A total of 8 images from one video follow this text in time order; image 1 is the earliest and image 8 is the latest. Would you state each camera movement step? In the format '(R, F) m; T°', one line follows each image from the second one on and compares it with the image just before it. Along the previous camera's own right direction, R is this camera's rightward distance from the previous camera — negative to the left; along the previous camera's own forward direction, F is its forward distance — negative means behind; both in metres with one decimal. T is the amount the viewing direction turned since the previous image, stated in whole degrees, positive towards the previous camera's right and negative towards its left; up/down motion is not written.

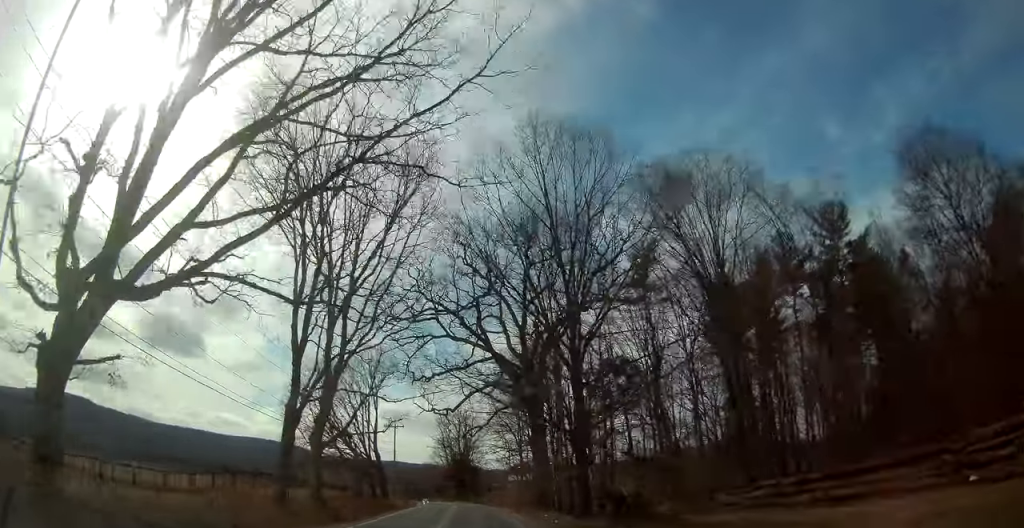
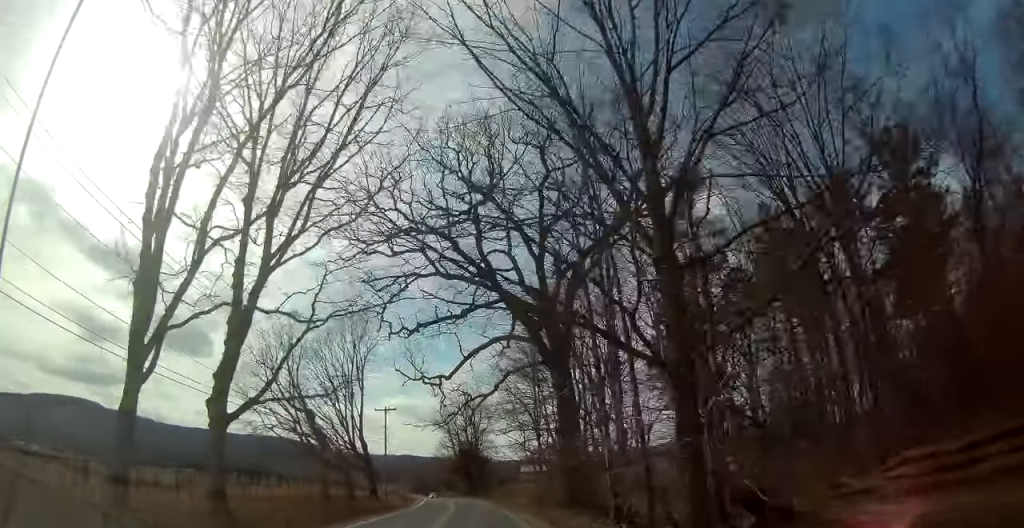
(0.0, +12.7) m; 0°
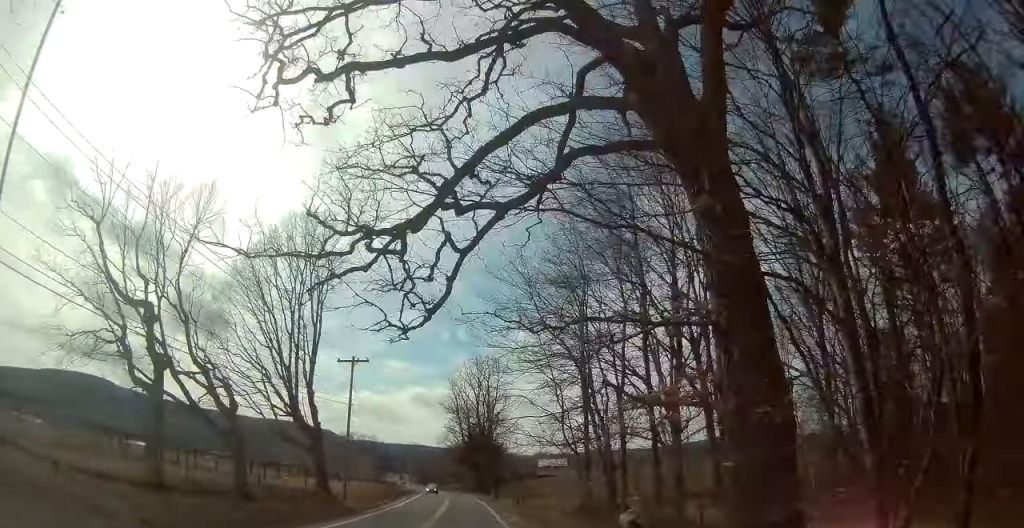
(-0.2, +20.5) m; -2°
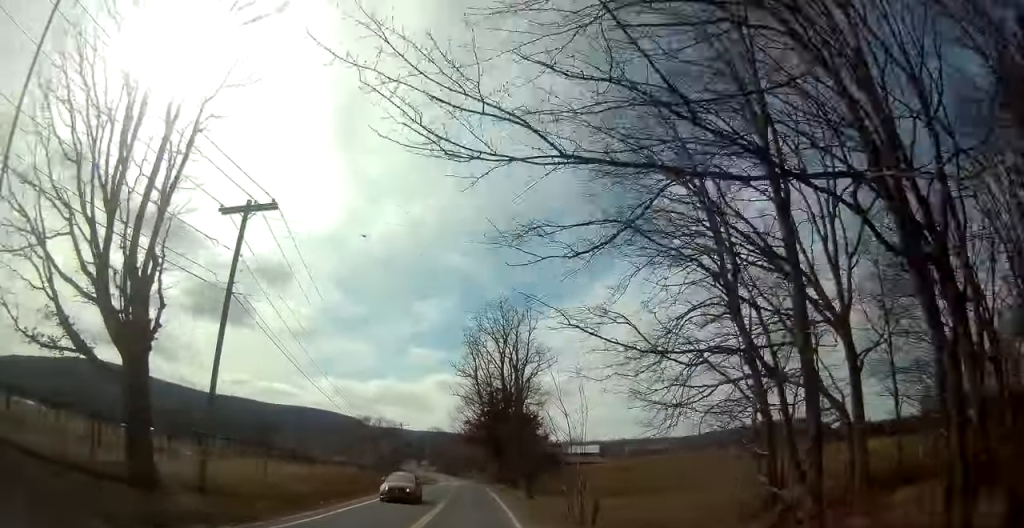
(-0.5, +23.1) m; -2°
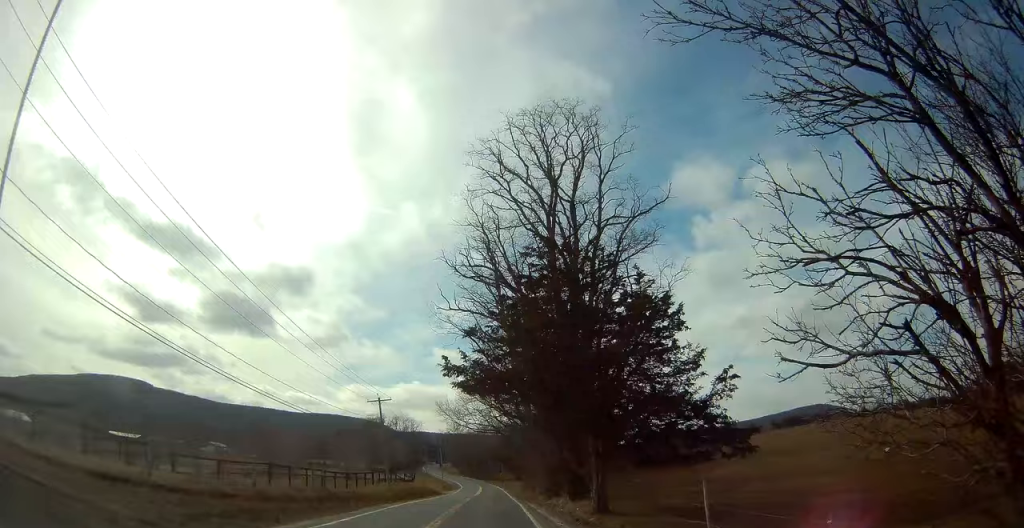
(-0.6, +36.7) m; -2°
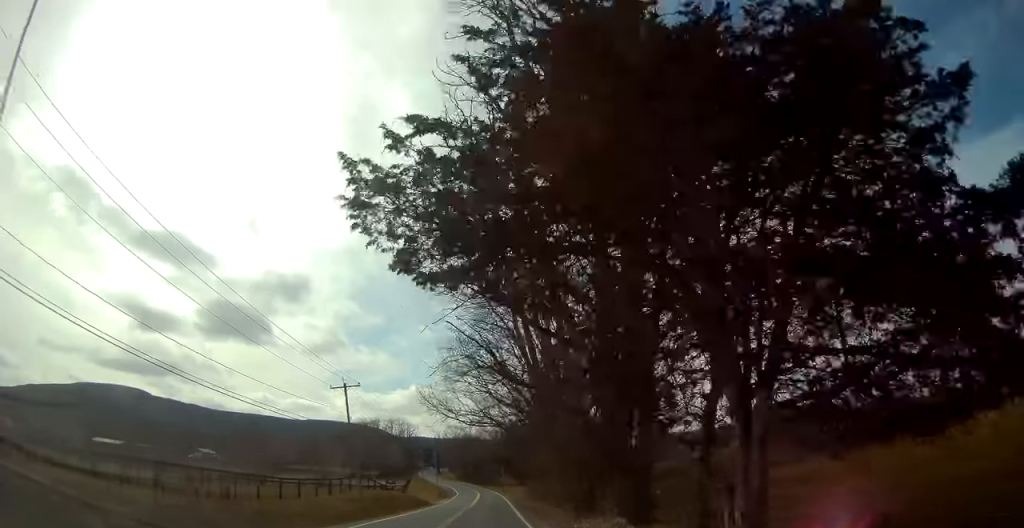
(-0.1, +12.7) m; -1°
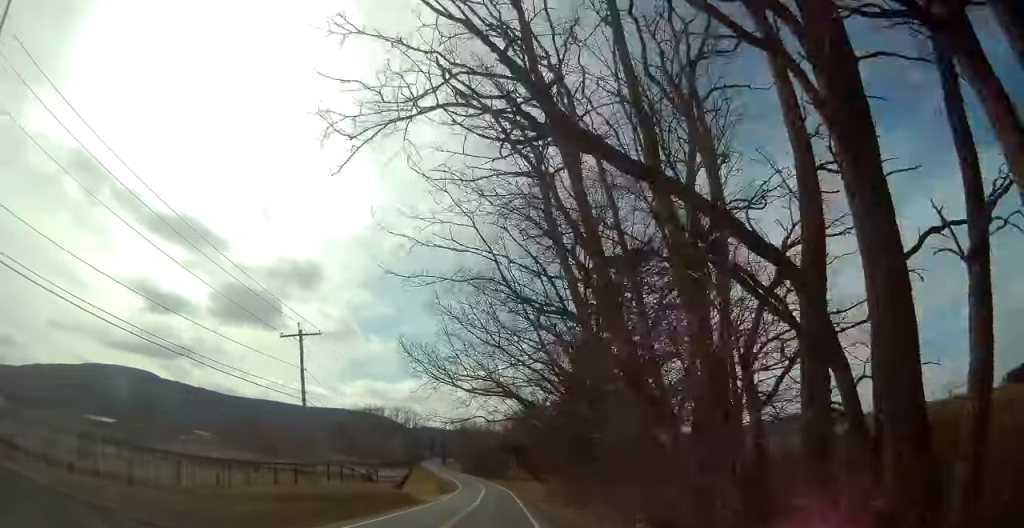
(-0.1, +13.5) m; -1°
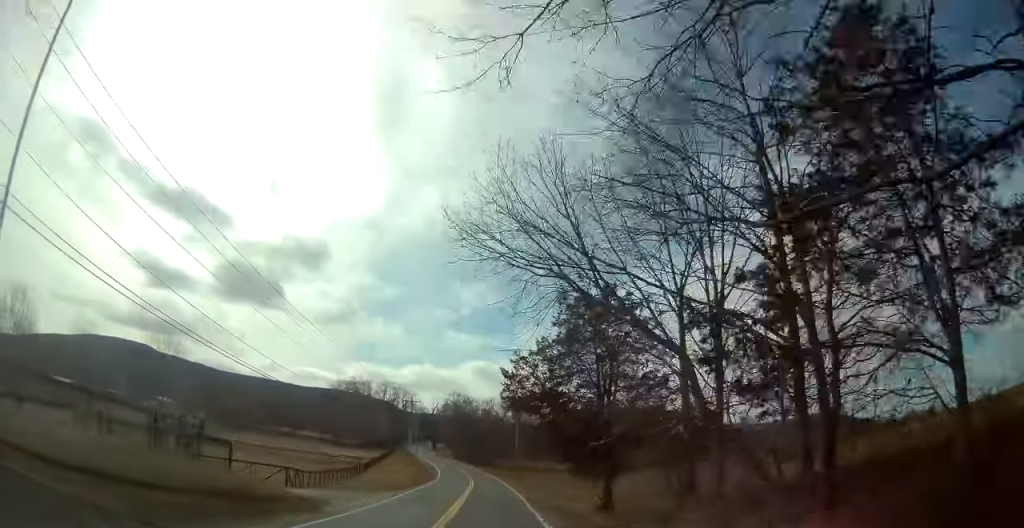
(-0.6, +31.0) m; -1°
